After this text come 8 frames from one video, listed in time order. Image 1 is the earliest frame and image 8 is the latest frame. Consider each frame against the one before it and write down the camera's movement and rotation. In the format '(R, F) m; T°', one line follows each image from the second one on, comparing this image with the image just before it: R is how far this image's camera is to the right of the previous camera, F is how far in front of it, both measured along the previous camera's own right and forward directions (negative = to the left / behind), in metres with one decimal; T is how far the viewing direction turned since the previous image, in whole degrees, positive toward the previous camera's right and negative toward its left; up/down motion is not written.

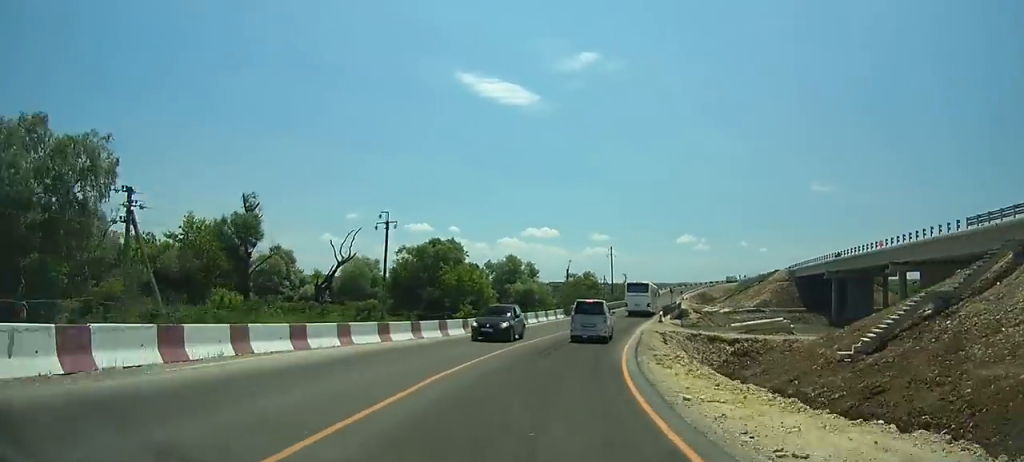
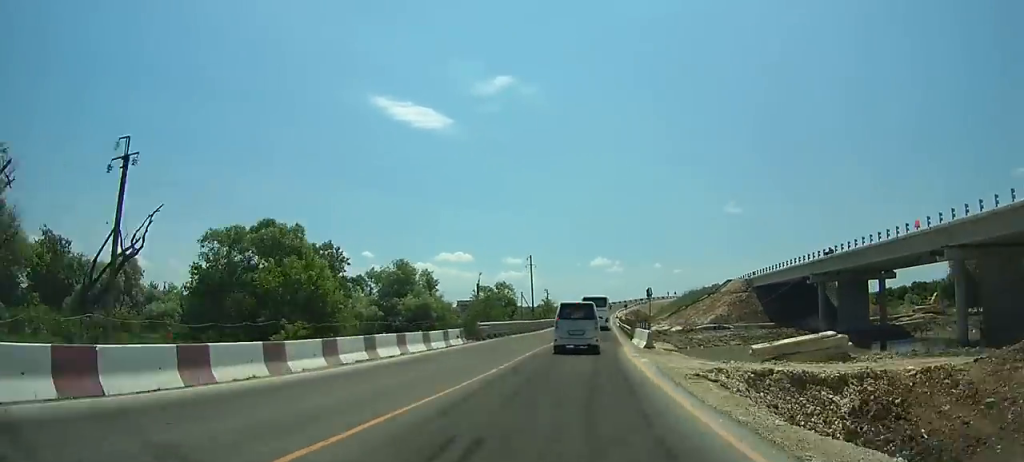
(+0.6, +19.7) m; +3°
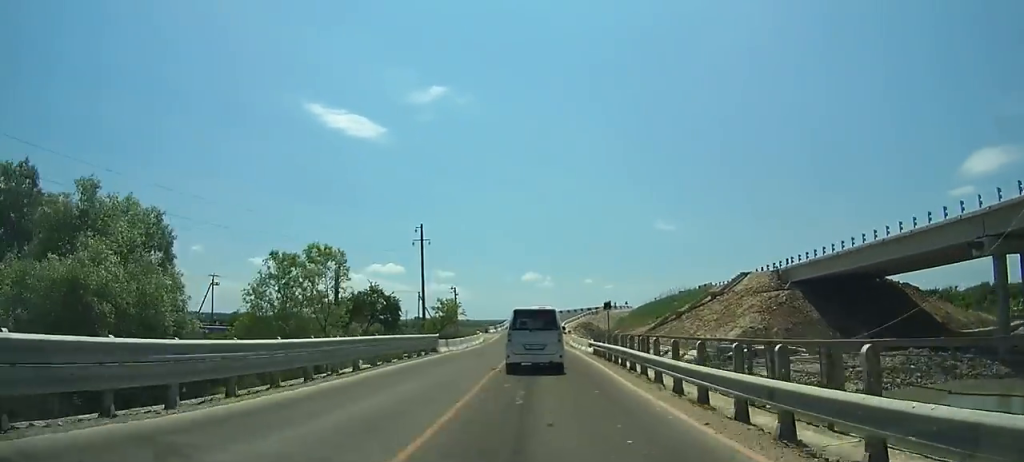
(+1.5, +41.9) m; +5°
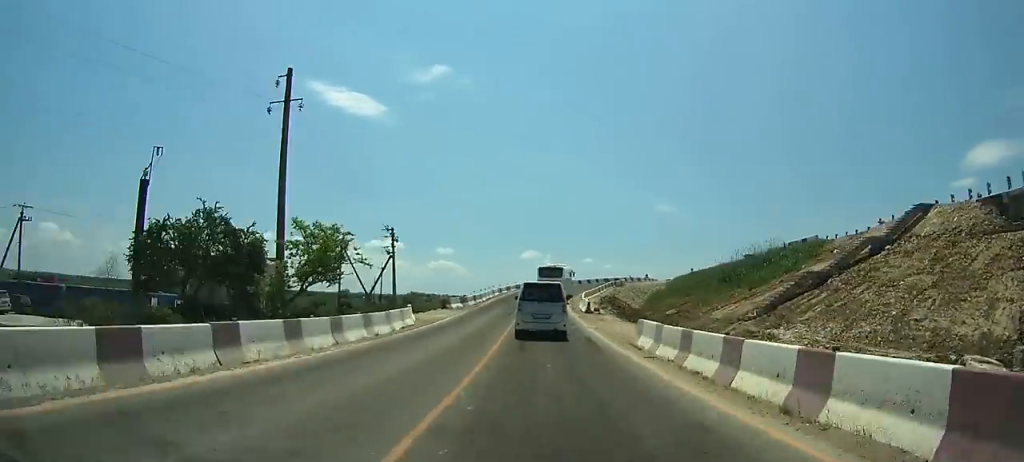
(+1.7, +35.5) m; +4°
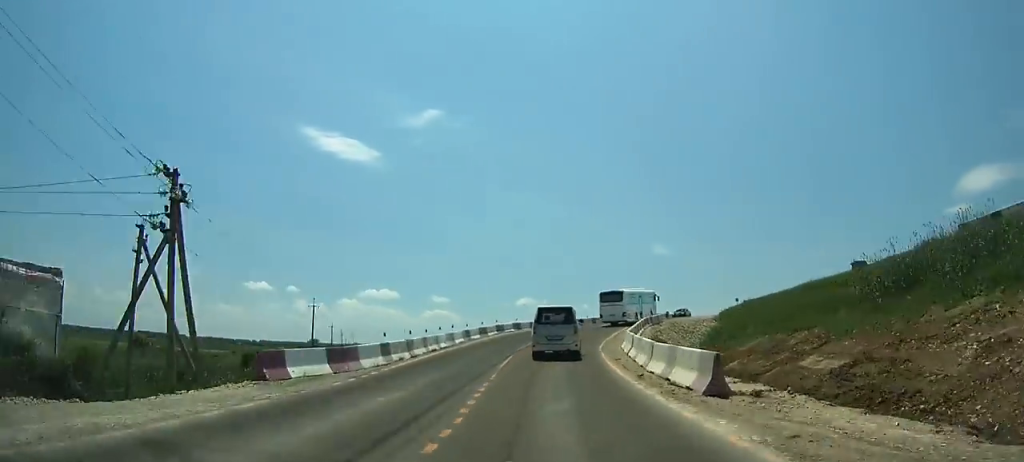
(+0.3, +27.1) m; +4°
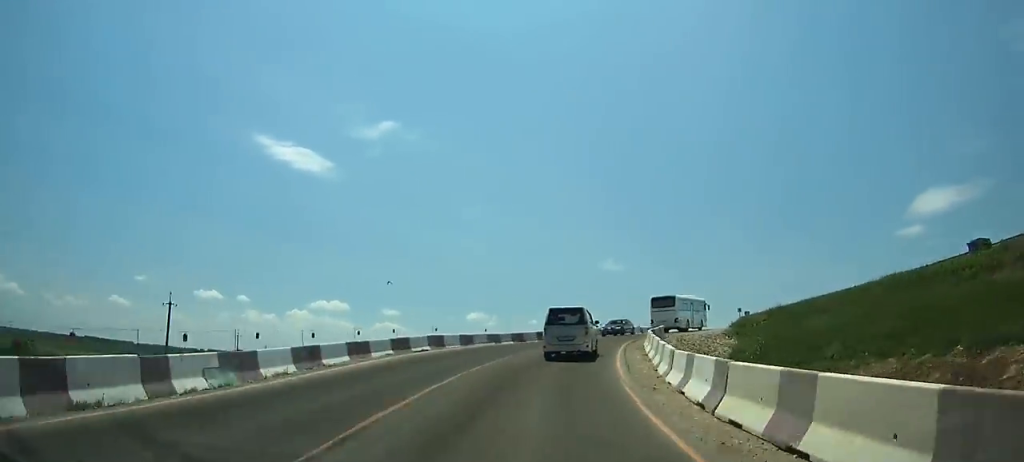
(-0.3, +18.9) m; +6°
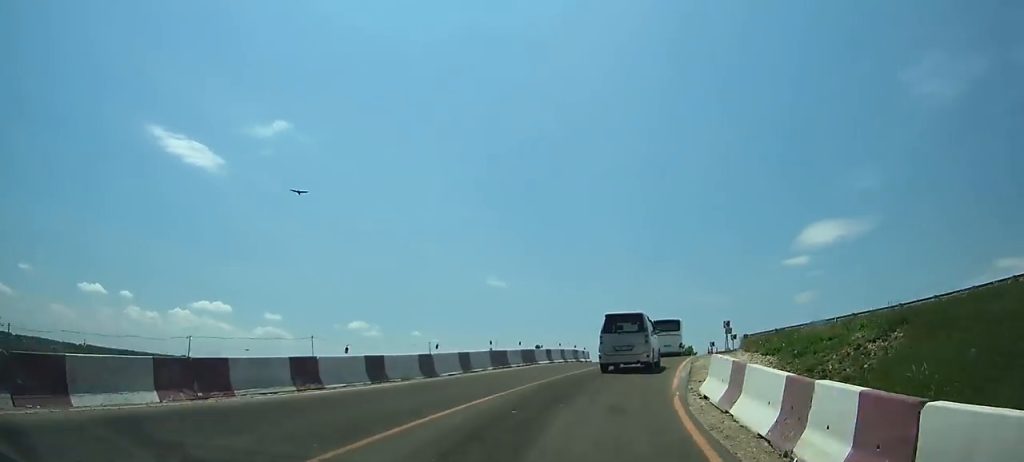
(+3.5, +26.9) m; +9°
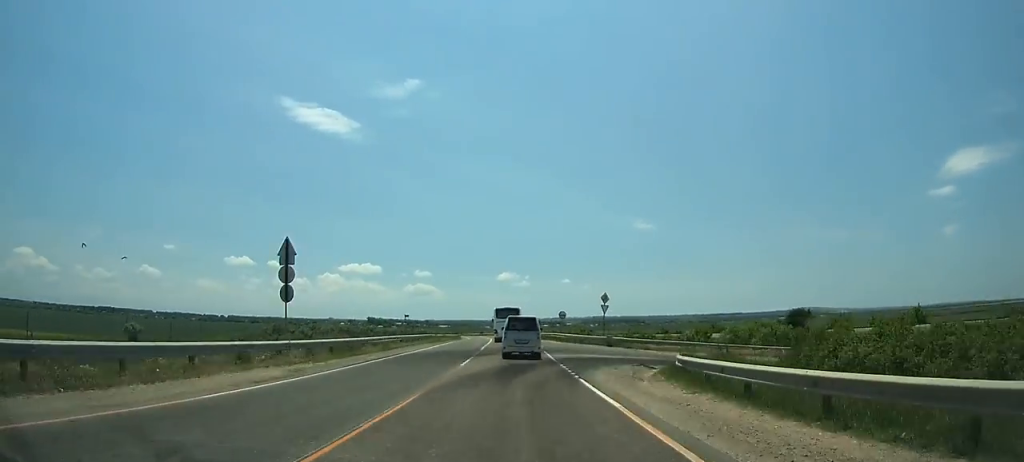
(-1.6, +87.8) m; -14°
